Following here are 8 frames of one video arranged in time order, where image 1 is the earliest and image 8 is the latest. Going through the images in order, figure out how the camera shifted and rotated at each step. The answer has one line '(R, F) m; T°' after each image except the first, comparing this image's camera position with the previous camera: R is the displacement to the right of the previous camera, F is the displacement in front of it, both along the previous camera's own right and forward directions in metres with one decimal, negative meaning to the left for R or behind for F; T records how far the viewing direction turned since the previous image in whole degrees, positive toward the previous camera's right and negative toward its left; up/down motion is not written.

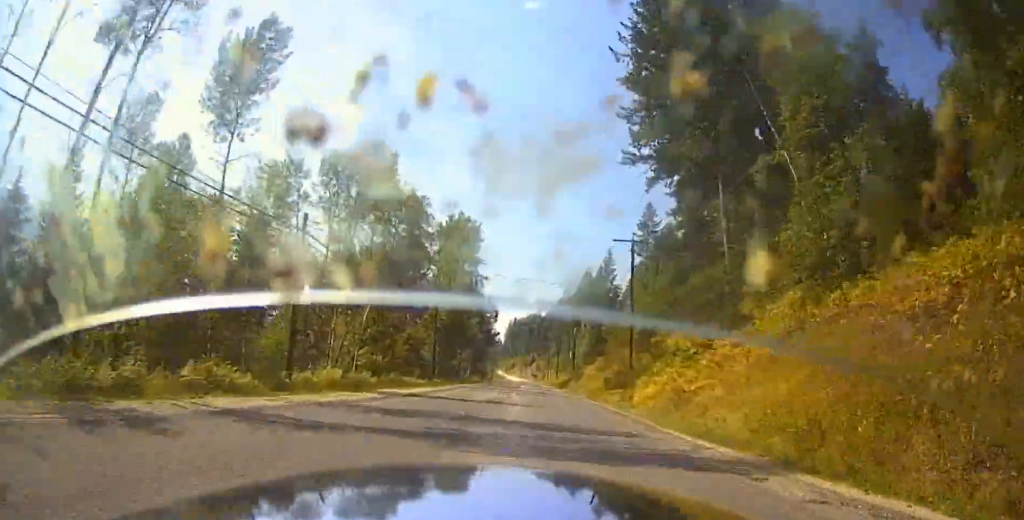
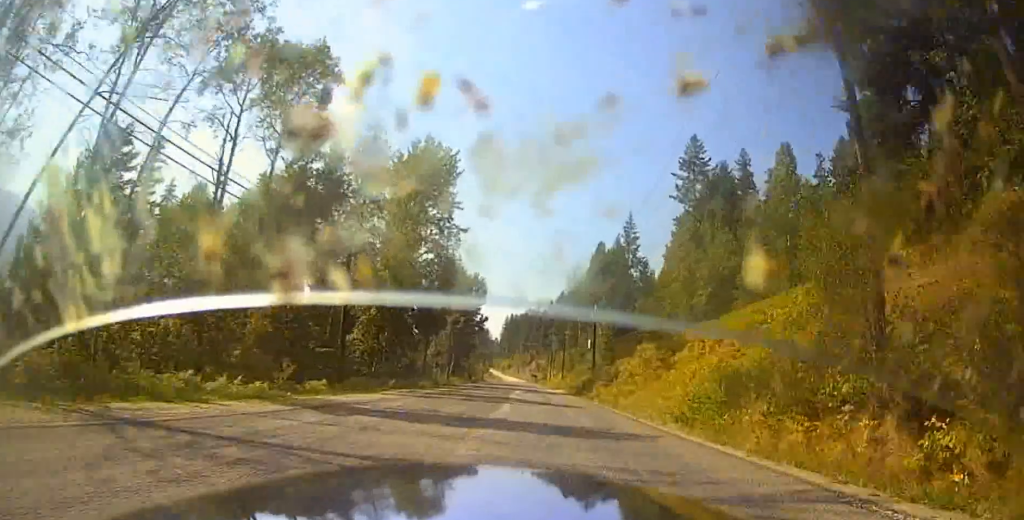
(0.0, +32.6) m; 0°
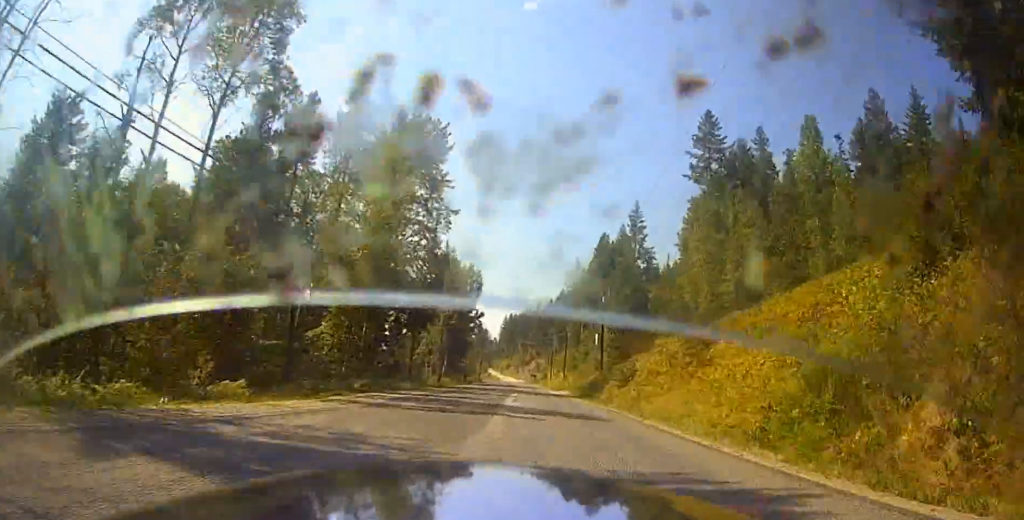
(0.0, +7.6) m; 0°
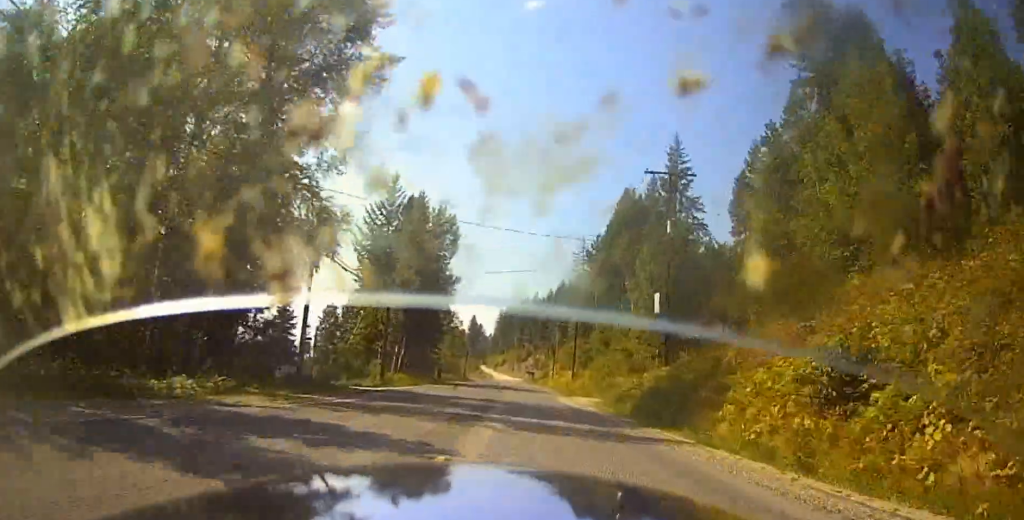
(0.0, +28.8) m; 0°
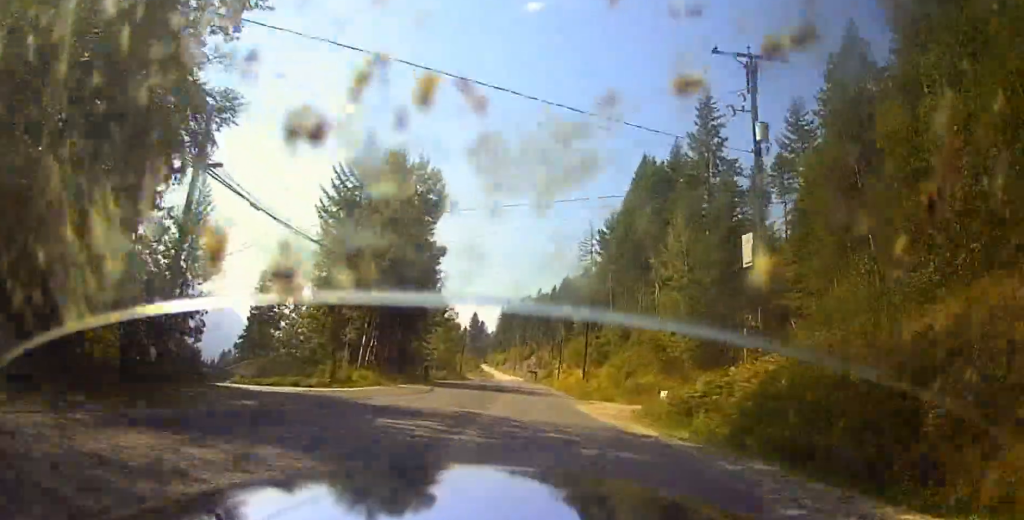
(0.0, +13.0) m; 0°
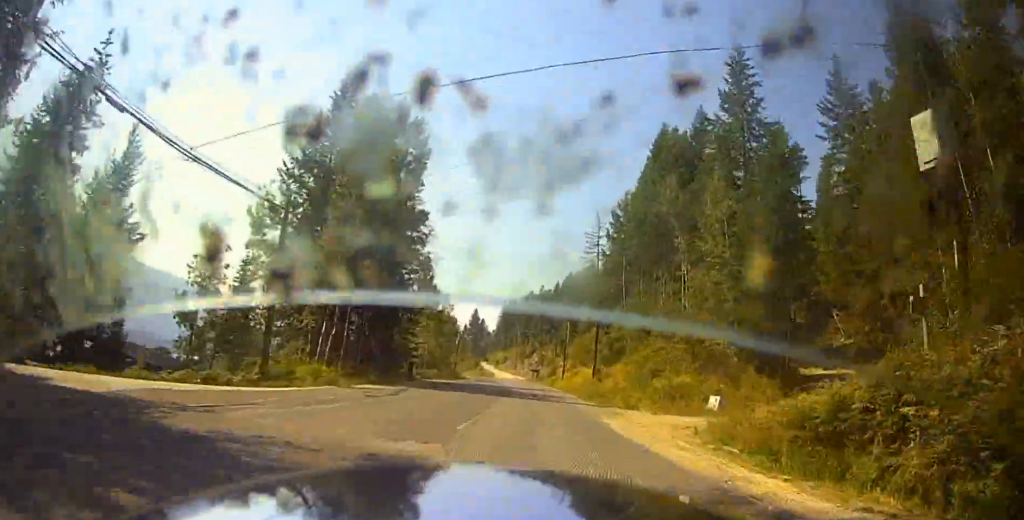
(0.0, +9.9) m; 0°
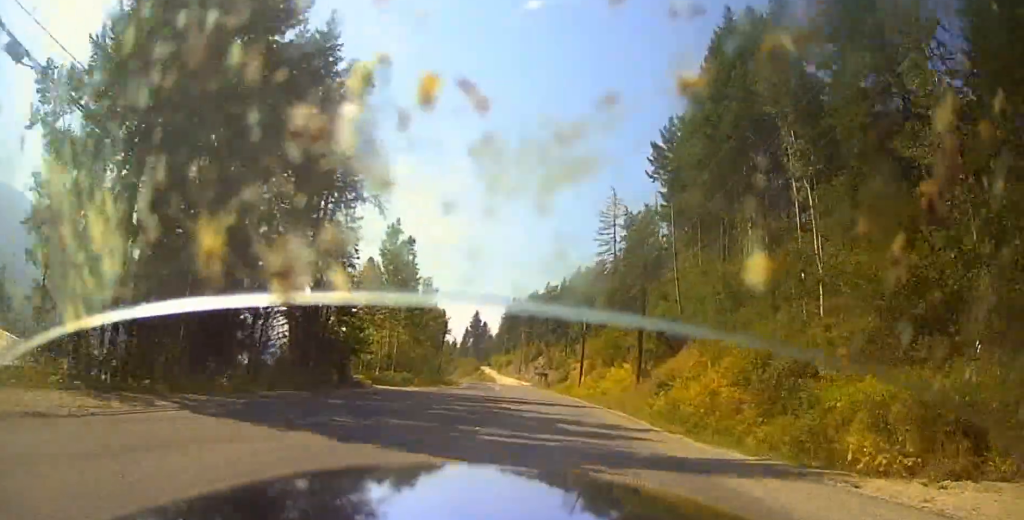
(-0.4, +21.0) m; -3°
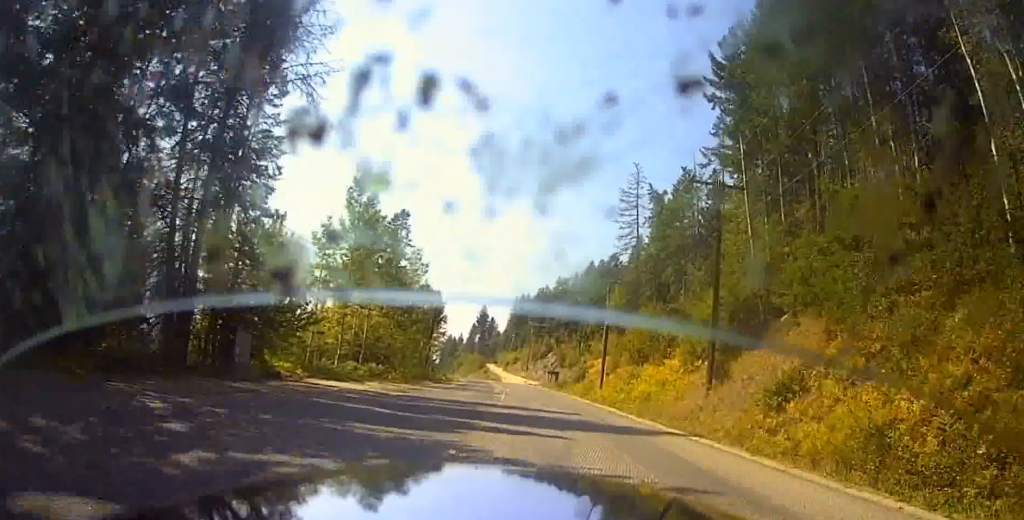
(-0.3, +13.7) m; -2°
